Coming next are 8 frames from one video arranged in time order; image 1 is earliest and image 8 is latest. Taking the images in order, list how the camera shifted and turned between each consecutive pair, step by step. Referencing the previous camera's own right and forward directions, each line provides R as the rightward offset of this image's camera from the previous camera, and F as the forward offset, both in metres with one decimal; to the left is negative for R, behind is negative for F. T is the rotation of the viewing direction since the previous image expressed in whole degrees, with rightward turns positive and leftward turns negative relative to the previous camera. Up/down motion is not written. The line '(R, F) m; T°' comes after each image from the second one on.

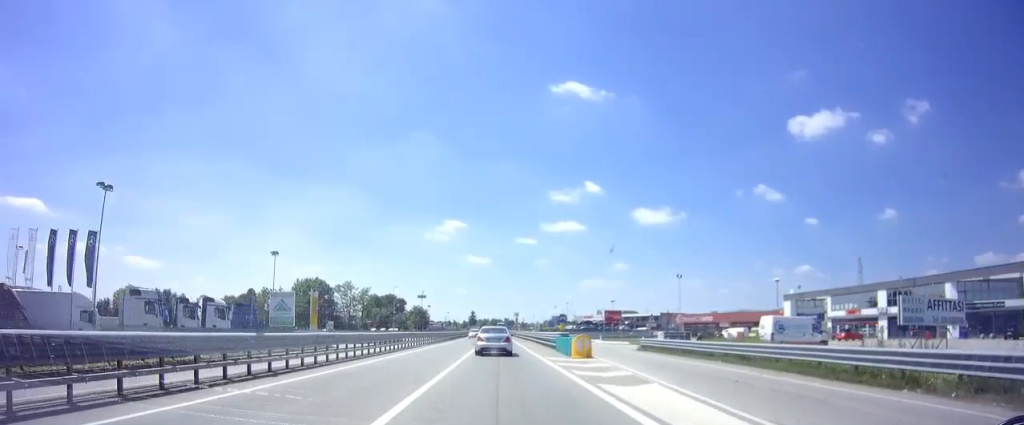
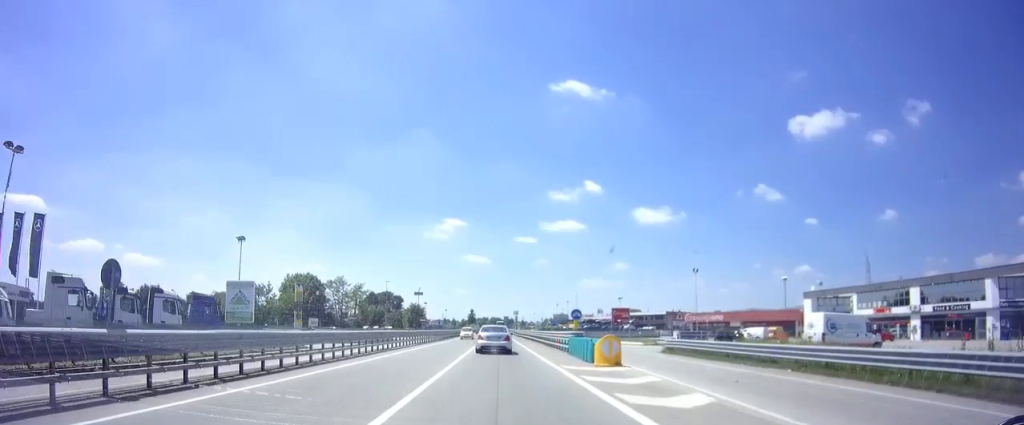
(-0.1, +6.3) m; +1°
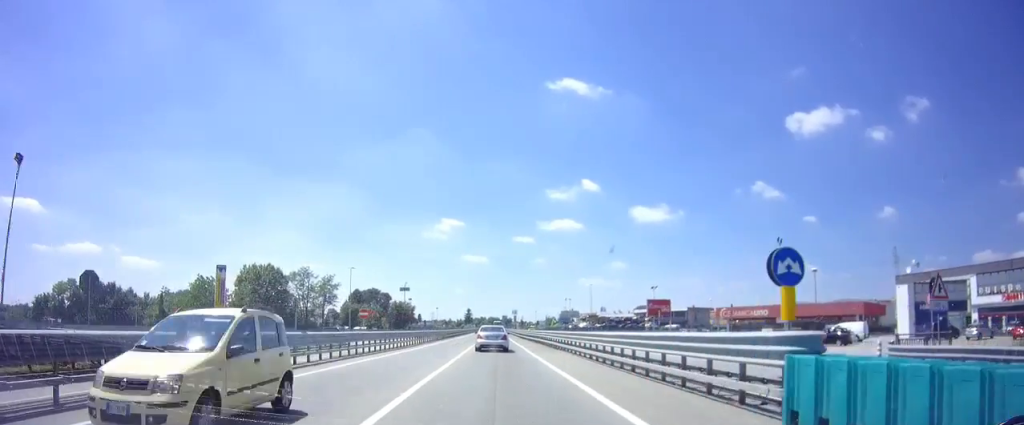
(+0.3, +23.2) m; 0°
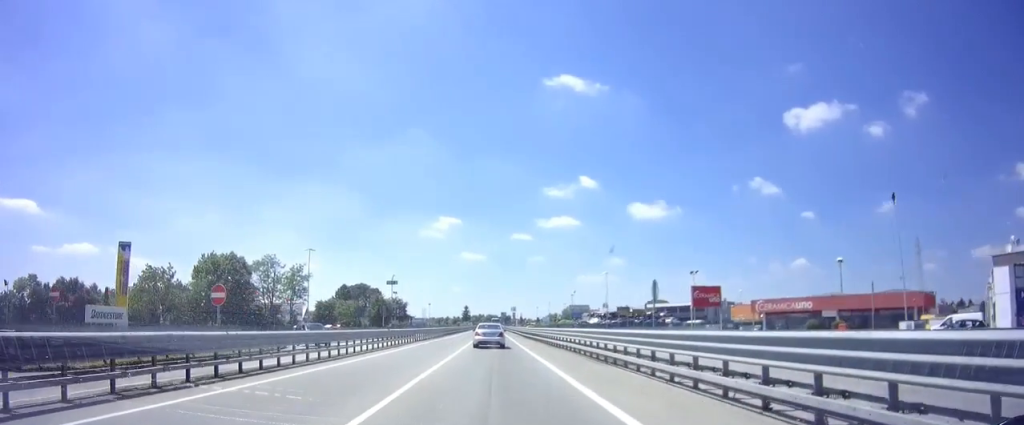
(-0.2, +15.5) m; 0°
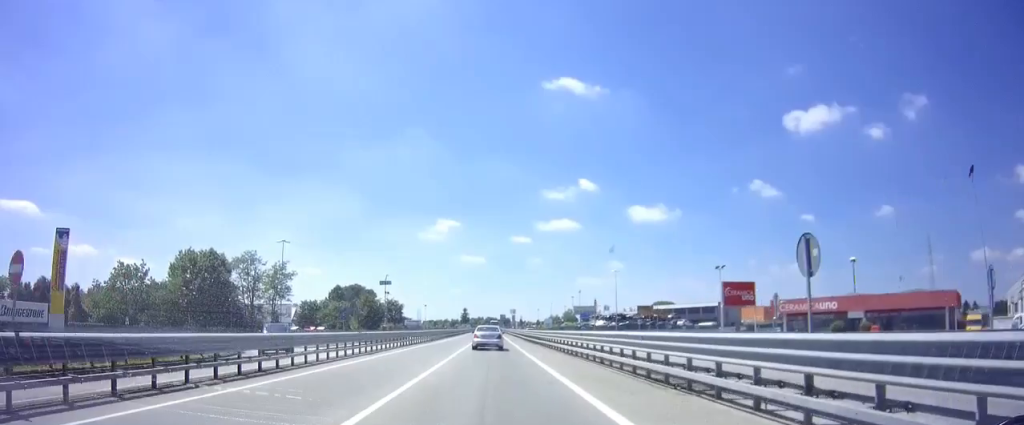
(+0.1, +7.3) m; 0°
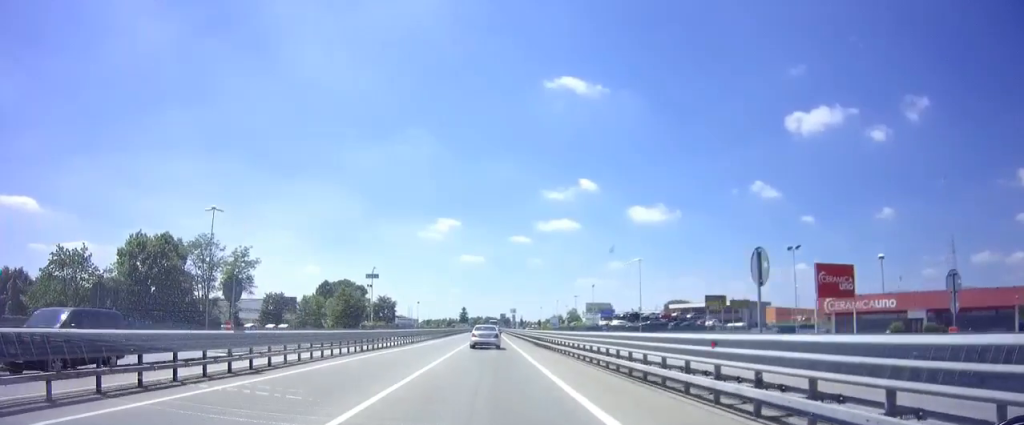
(+0.1, +14.3) m; 0°
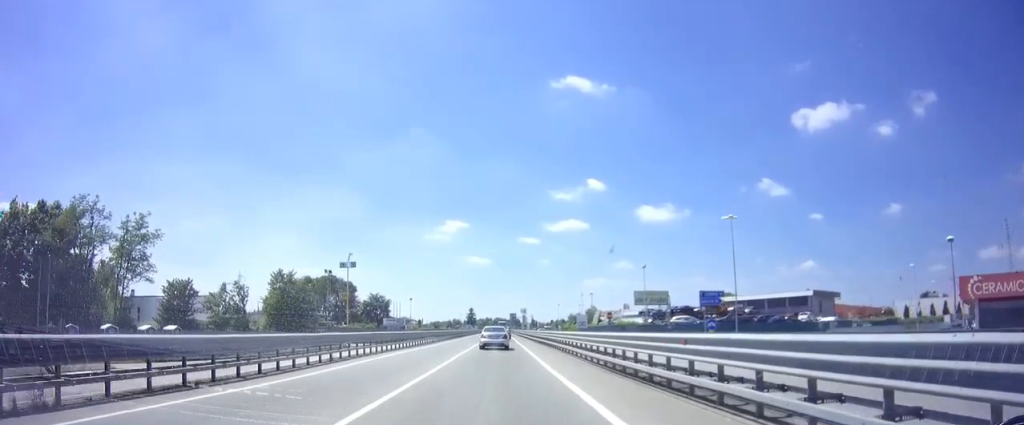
(-0.5, +25.2) m; -2°
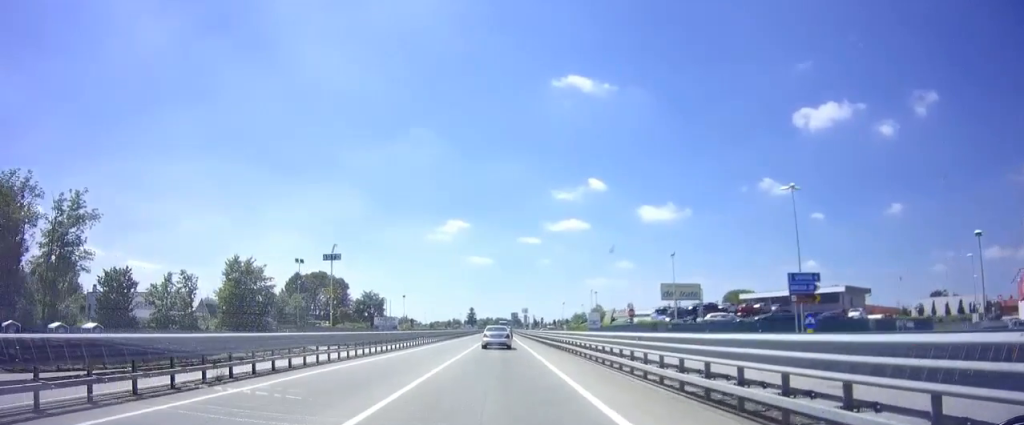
(0.0, +10.1) m; 0°
